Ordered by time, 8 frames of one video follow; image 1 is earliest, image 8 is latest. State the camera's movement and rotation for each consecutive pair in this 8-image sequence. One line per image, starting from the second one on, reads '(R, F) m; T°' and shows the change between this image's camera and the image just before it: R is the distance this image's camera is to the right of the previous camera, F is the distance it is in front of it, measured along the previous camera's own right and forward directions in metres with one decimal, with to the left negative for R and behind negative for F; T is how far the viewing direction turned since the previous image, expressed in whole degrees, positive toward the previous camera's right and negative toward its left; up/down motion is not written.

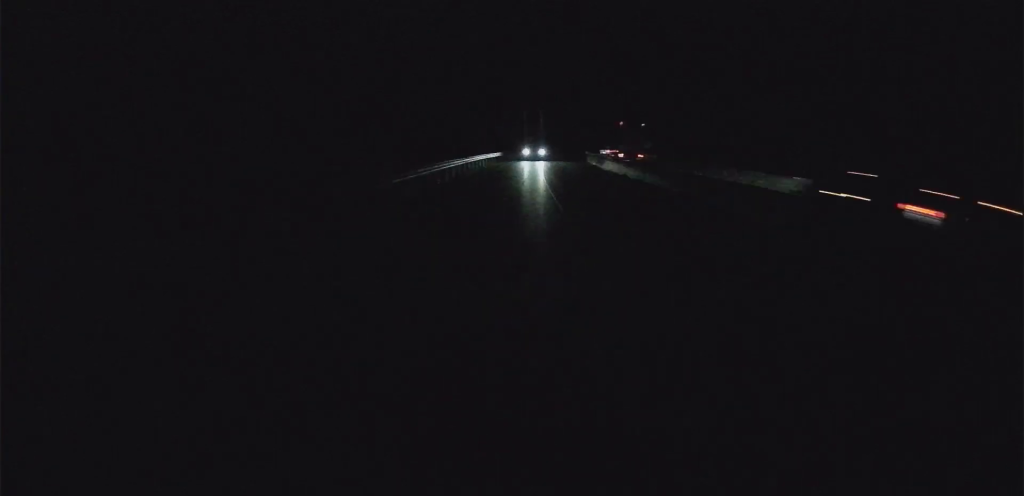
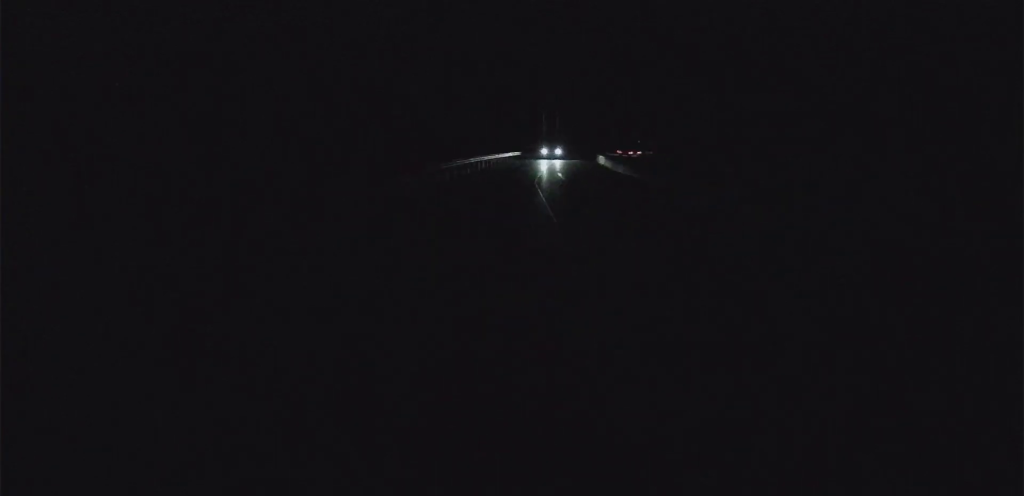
(-1.1, +57.8) m; -4°
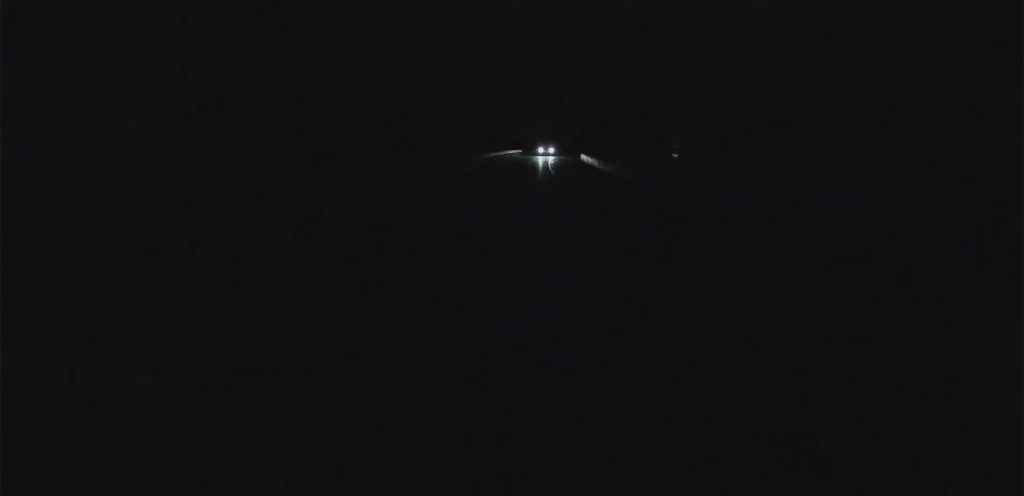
(-18.1, +168.2) m; -12°
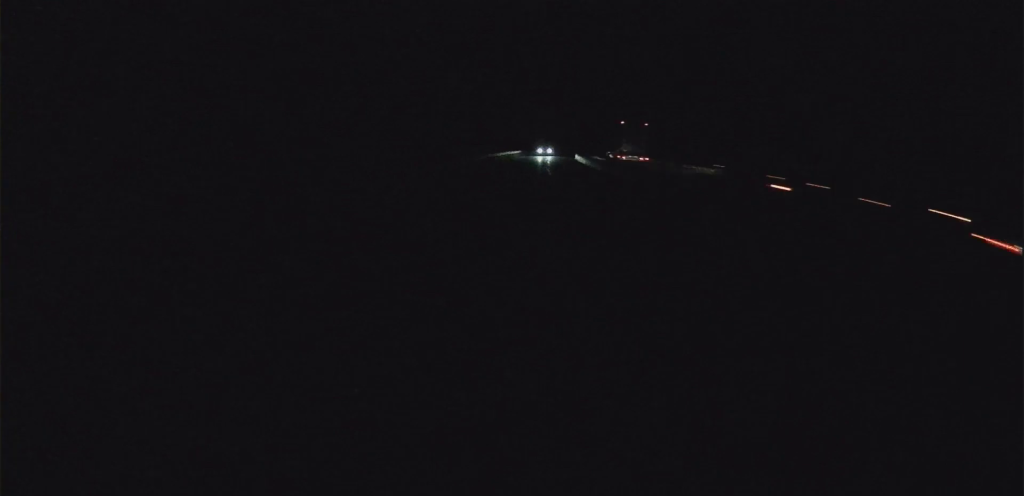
(-0.5, +58.1) m; -4°
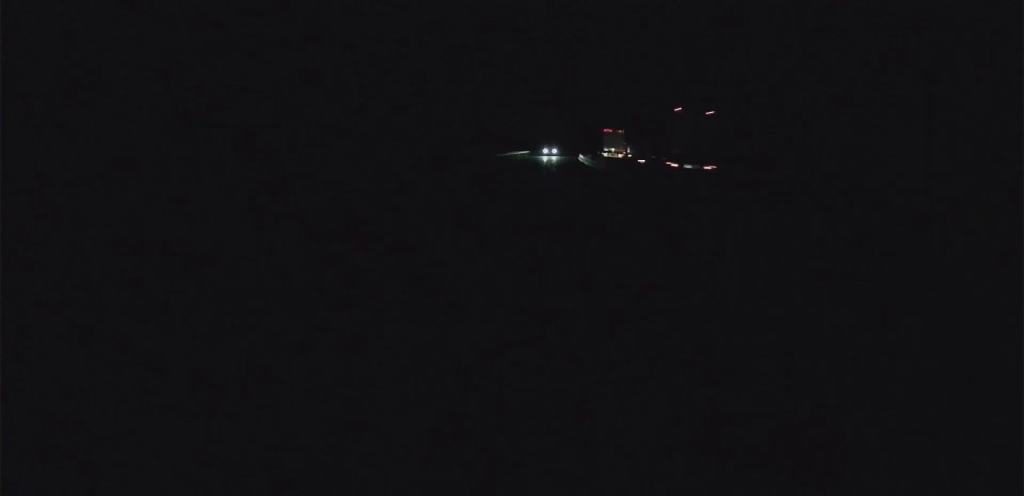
(-4.9, +82.9) m; -6°
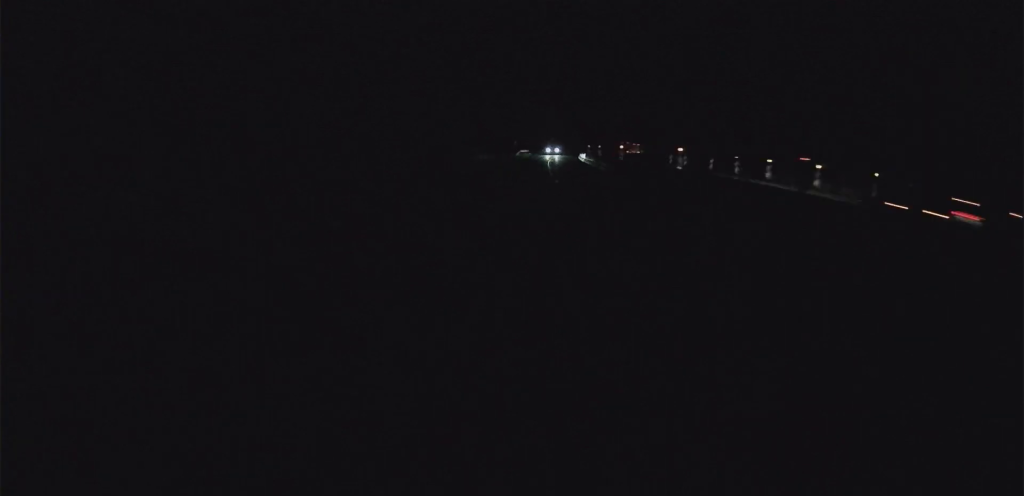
(-6.3, +97.9) m; -7°
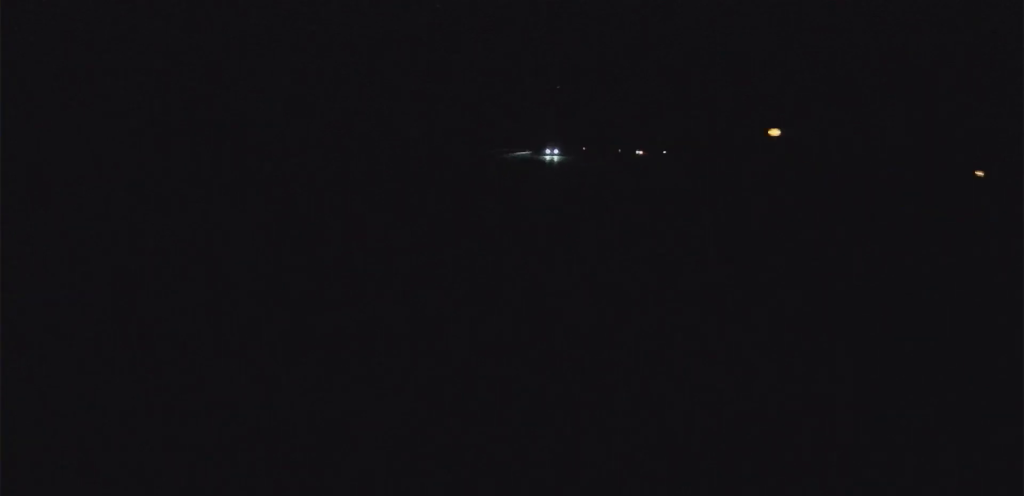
(-15.3, +160.4) m; -12°
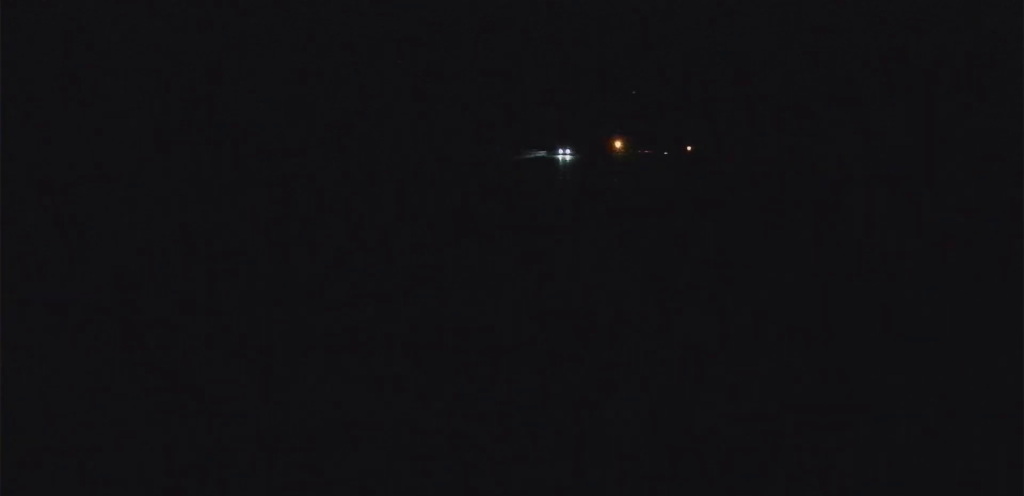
(-6.1, +92.9) m; -5°
